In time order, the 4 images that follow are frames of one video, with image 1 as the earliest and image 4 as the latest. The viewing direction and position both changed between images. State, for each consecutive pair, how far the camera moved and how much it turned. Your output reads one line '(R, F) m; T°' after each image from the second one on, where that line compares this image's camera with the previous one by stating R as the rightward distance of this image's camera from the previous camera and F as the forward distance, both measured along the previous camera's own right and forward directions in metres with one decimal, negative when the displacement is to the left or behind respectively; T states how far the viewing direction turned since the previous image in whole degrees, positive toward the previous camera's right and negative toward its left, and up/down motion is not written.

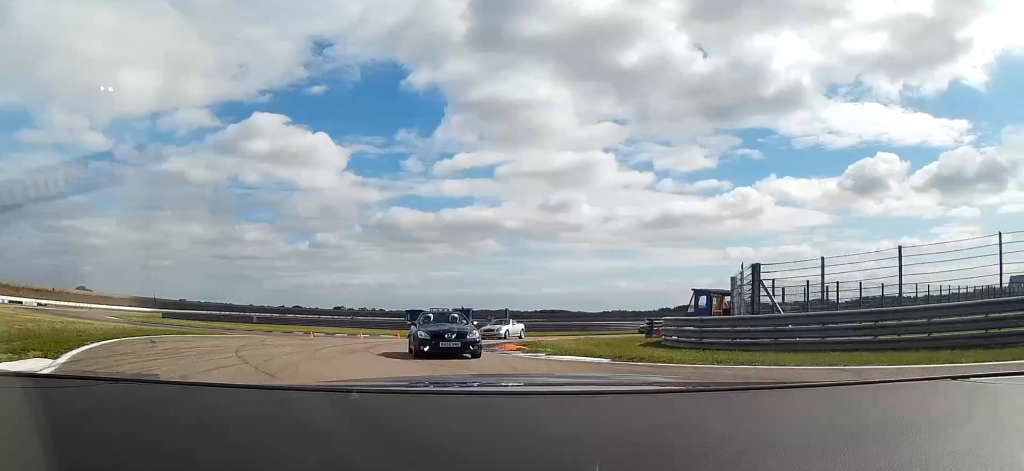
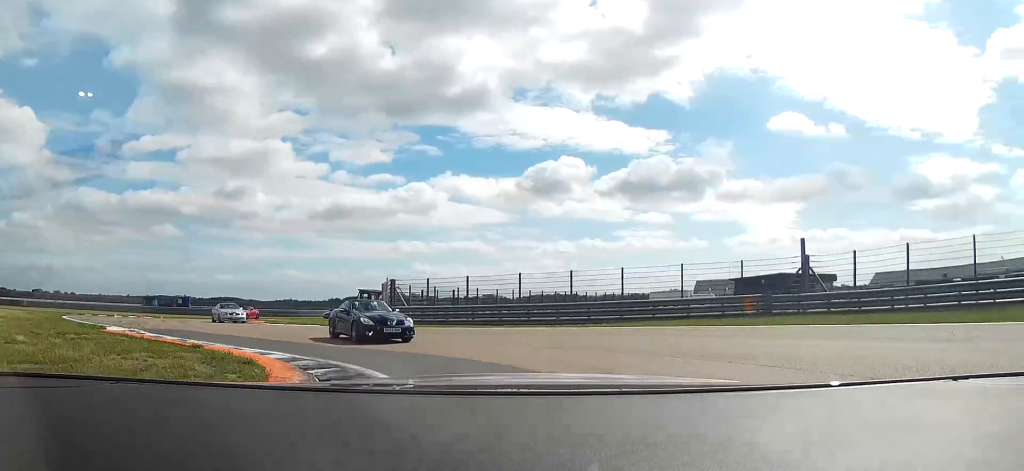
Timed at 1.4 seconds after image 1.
(+1.9, +17.2) m; +21°
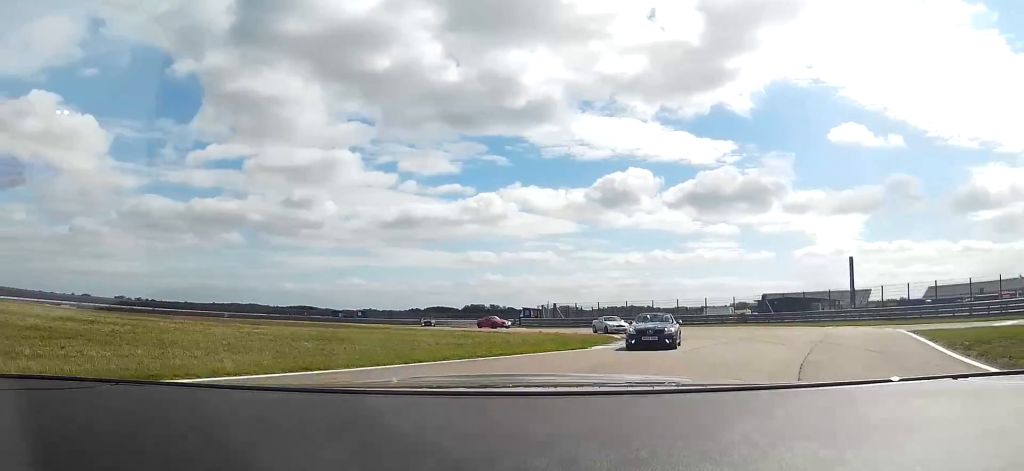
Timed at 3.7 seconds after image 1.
(+4.5, +29.8) m; -1°
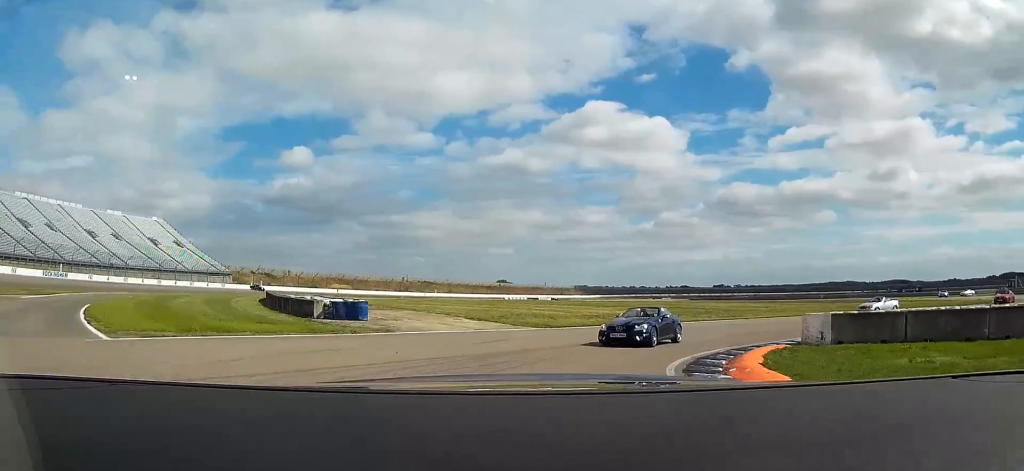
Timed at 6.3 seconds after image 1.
(-14.3, +33.2) m; -51°
